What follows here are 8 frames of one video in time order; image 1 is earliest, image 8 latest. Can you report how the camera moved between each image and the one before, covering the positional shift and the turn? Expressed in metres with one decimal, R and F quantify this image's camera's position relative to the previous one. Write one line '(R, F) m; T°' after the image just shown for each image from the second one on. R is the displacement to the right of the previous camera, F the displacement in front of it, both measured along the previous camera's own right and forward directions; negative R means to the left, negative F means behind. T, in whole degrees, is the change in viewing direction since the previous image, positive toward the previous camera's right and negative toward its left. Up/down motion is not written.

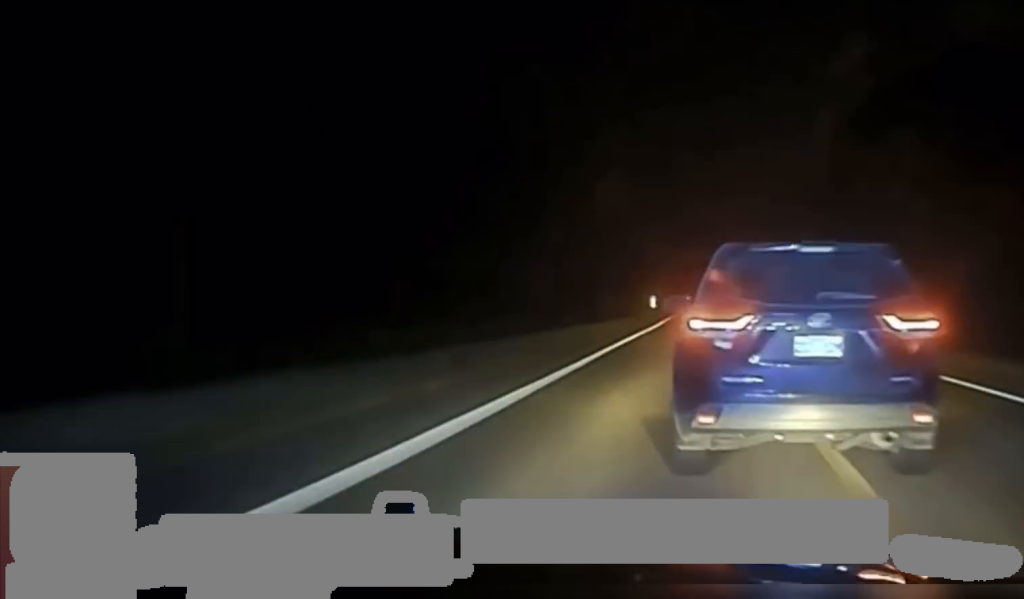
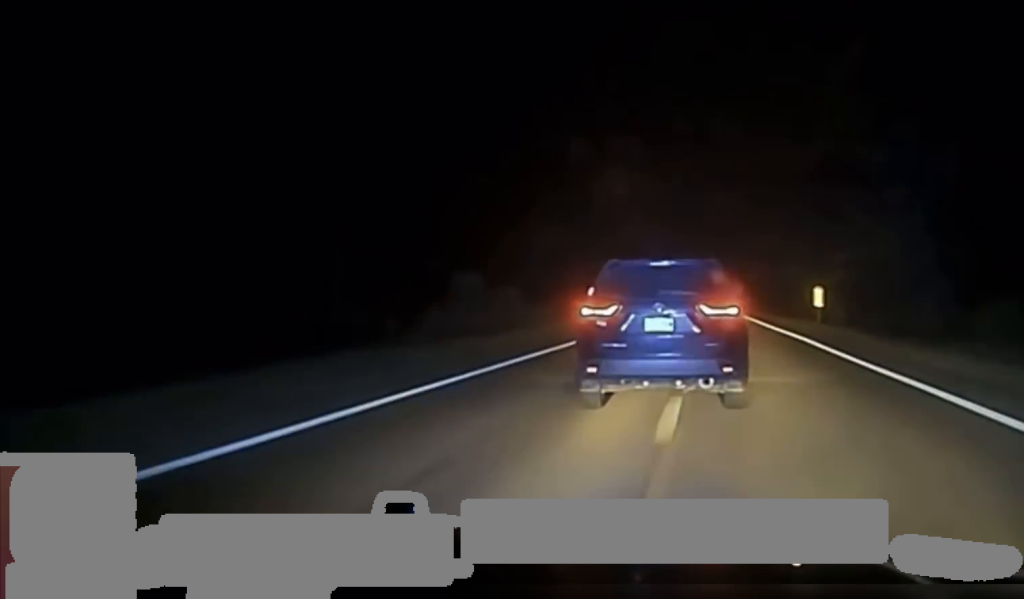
(+0.1, +72.4) m; 0°
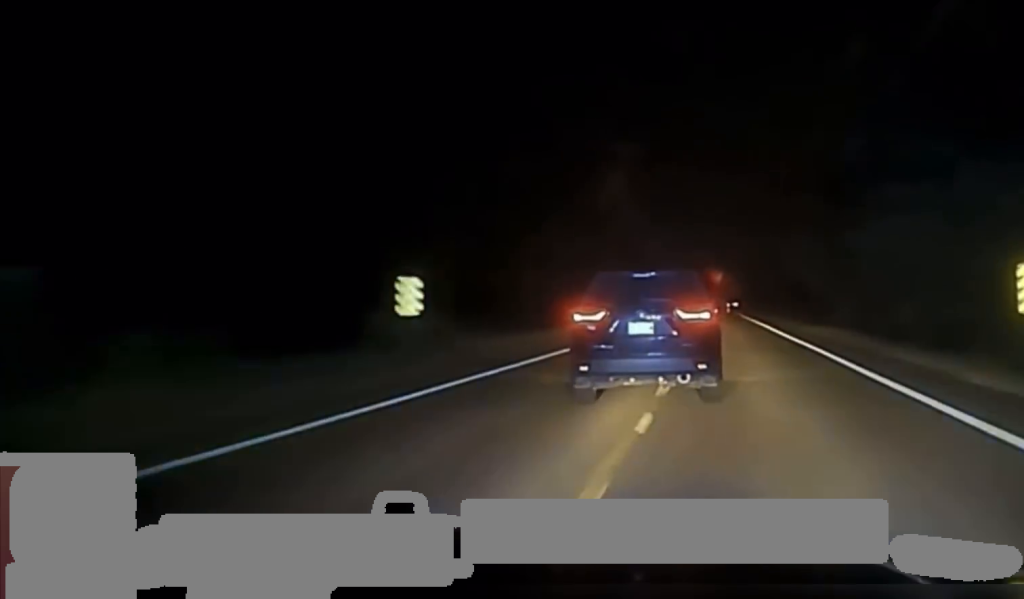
(-0.1, +43.5) m; -1°
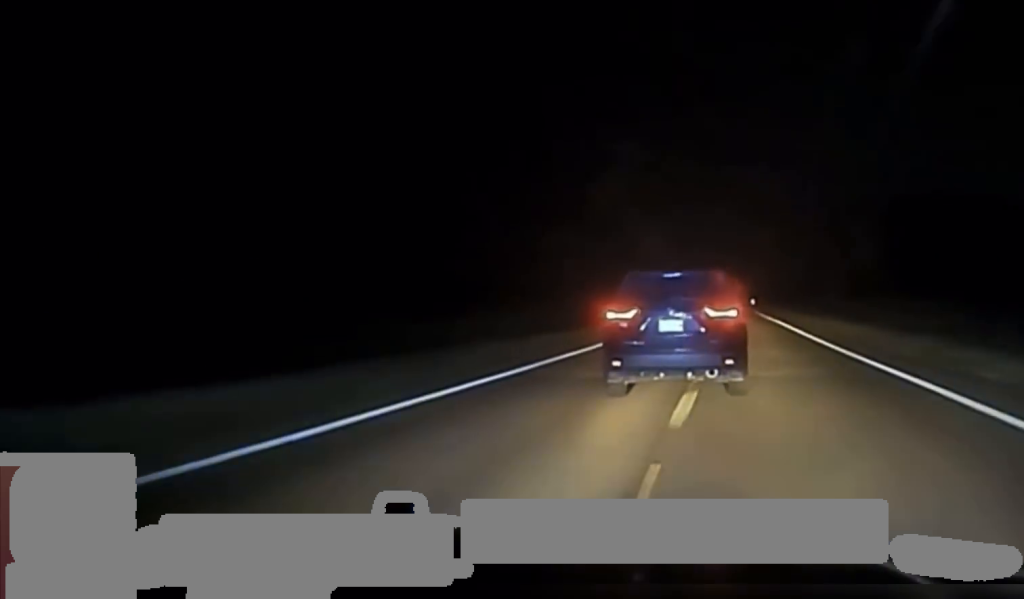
(-0.7, +77.7) m; -1°
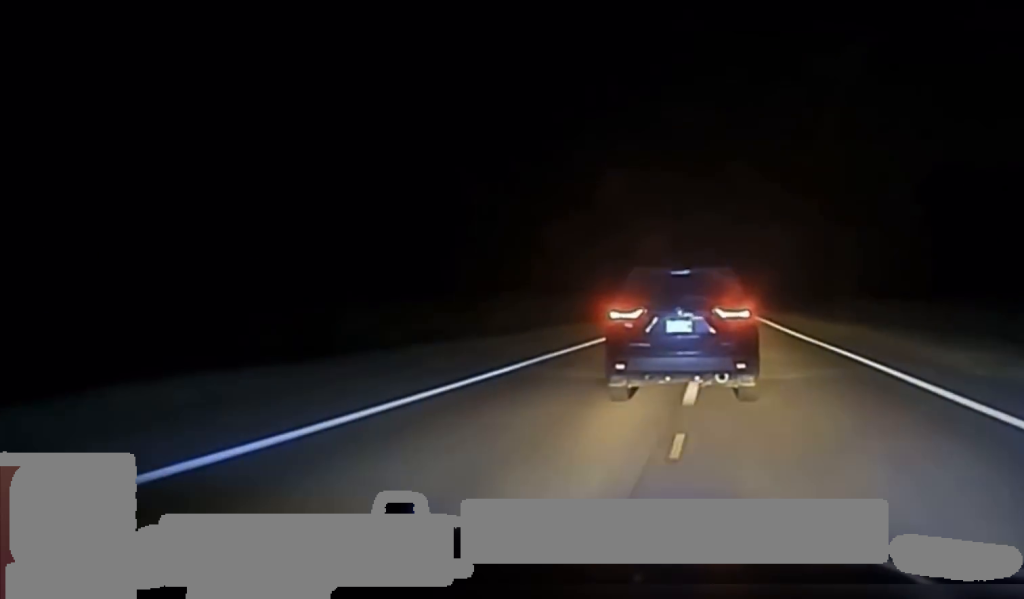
(0.0, +46.3) m; 0°
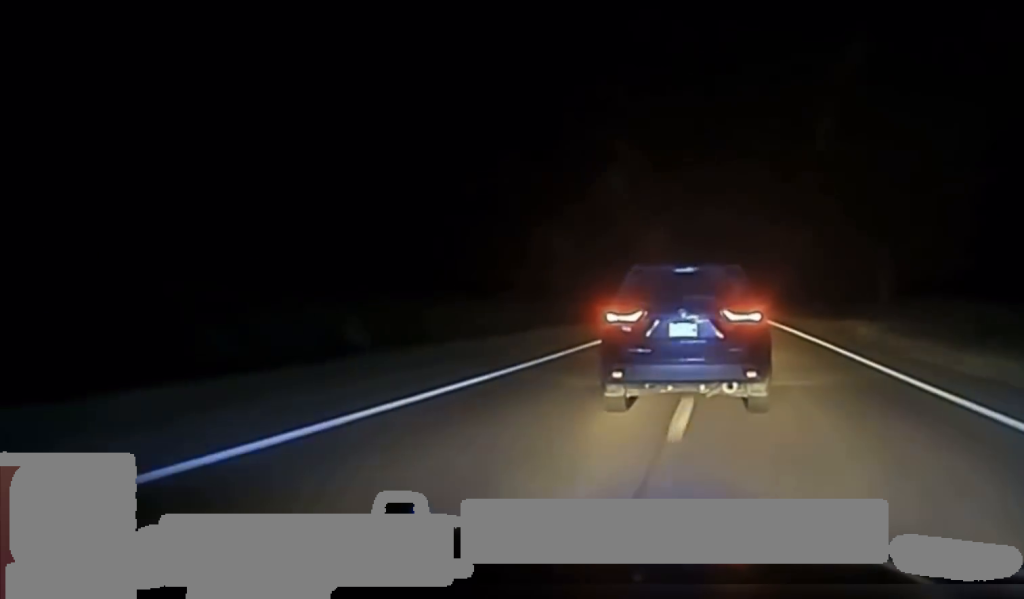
(0.0, +39.9) m; 0°
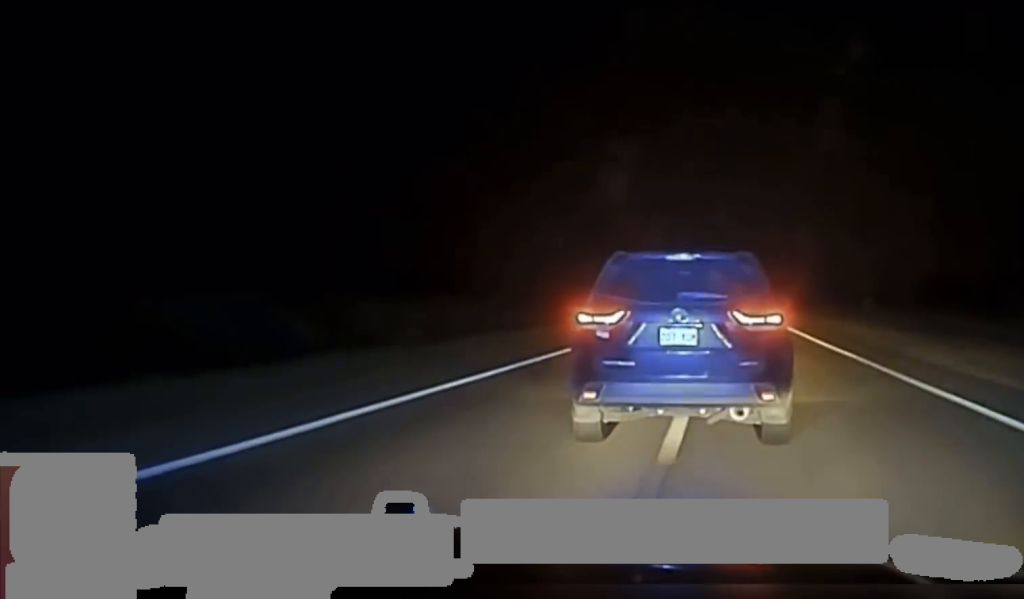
(0.0, +73.3) m; 0°
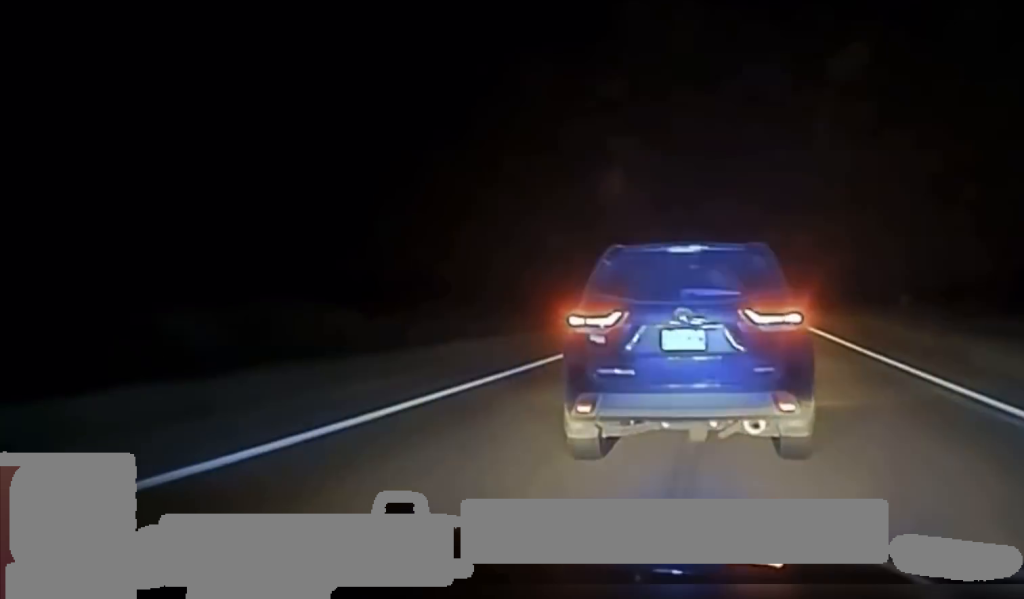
(-0.1, +22.5) m; 0°
